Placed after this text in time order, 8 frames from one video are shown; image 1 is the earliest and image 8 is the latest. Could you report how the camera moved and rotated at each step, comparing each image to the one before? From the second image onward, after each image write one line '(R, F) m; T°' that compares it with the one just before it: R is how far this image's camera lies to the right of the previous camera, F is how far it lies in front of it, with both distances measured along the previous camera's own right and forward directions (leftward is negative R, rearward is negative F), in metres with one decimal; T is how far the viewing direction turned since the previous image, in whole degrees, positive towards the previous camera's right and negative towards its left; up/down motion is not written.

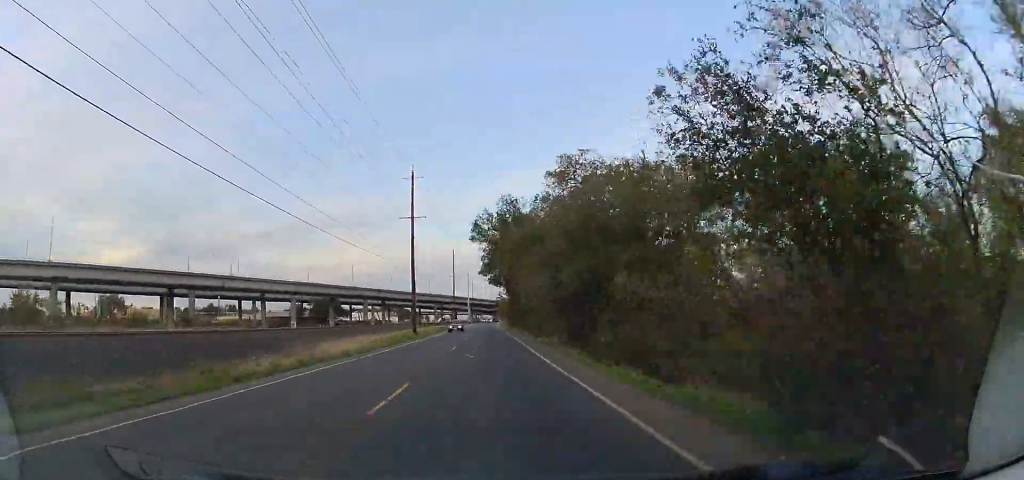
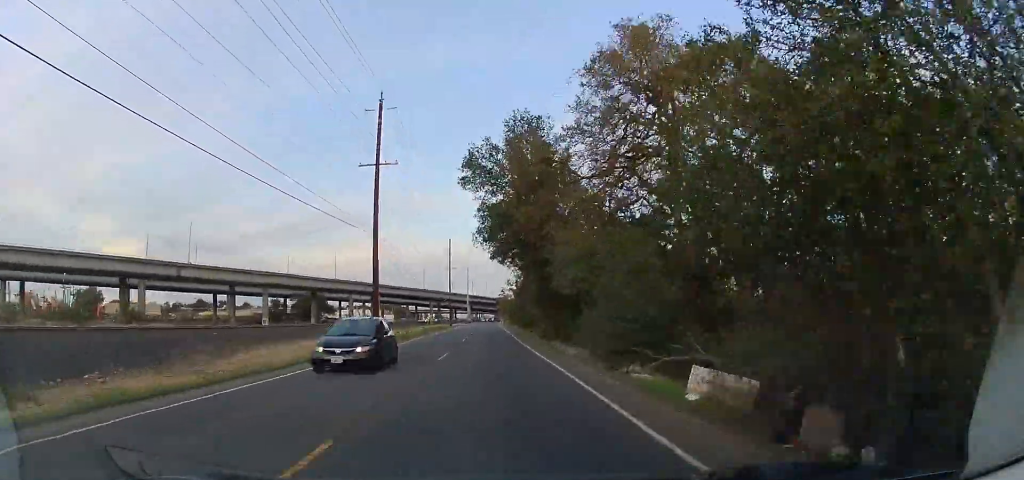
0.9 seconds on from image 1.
(+0.1, +19.8) m; 0°
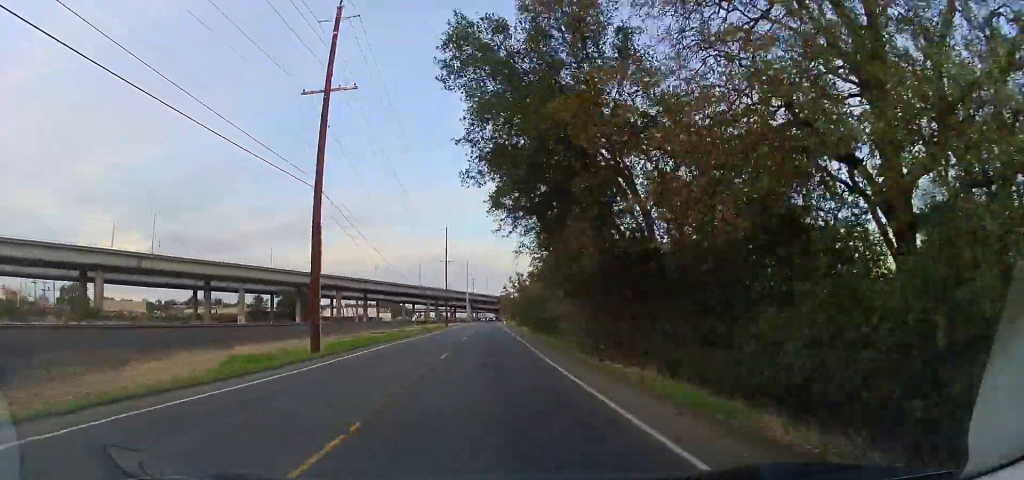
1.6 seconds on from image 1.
(-0.5, +13.4) m; +1°
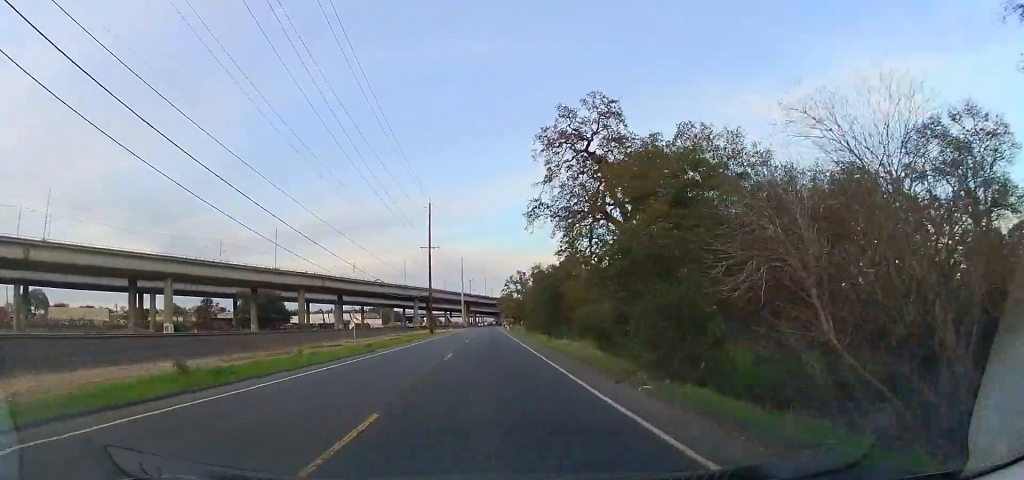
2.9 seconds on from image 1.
(+1.0, +28.2) m; +1°
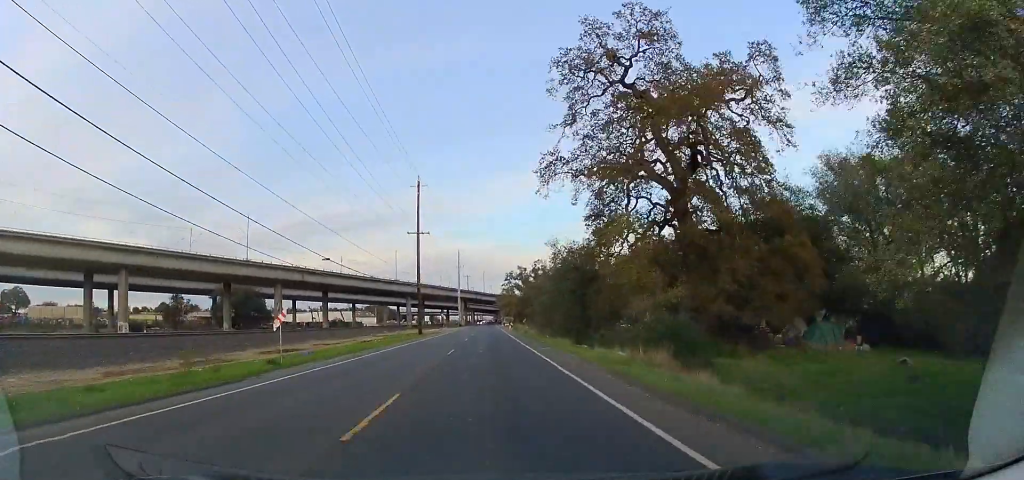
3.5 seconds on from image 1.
(0.0, +12.6) m; -2°
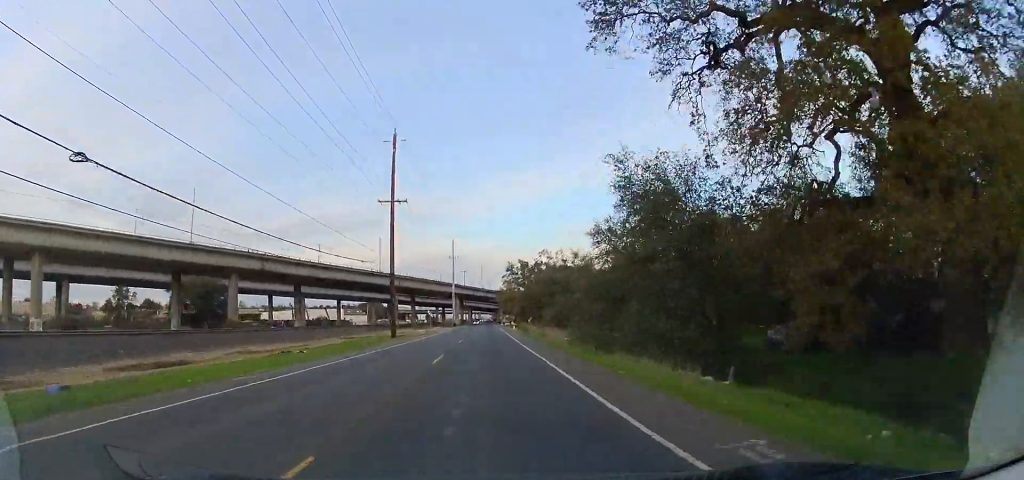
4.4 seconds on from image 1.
(-0.8, +18.8) m; -1°
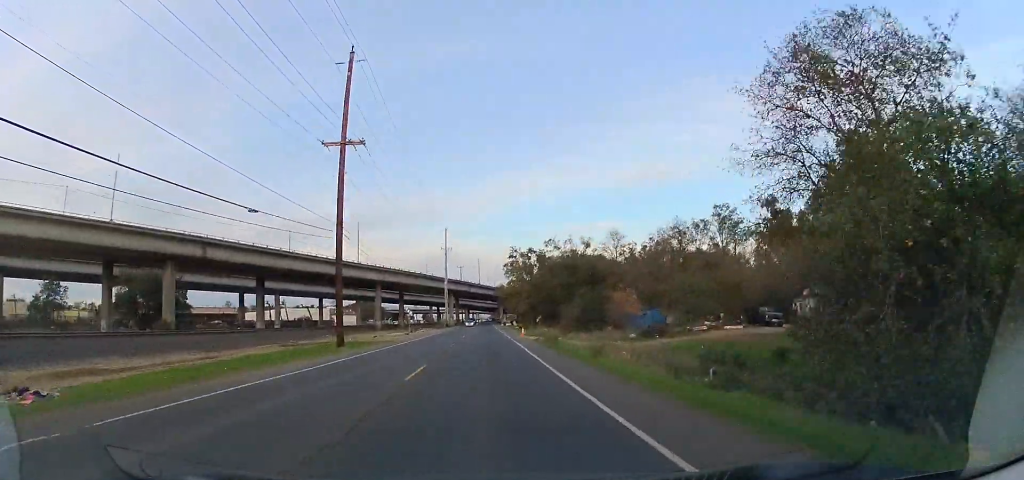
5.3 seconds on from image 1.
(+0.1, +19.0) m; +1°
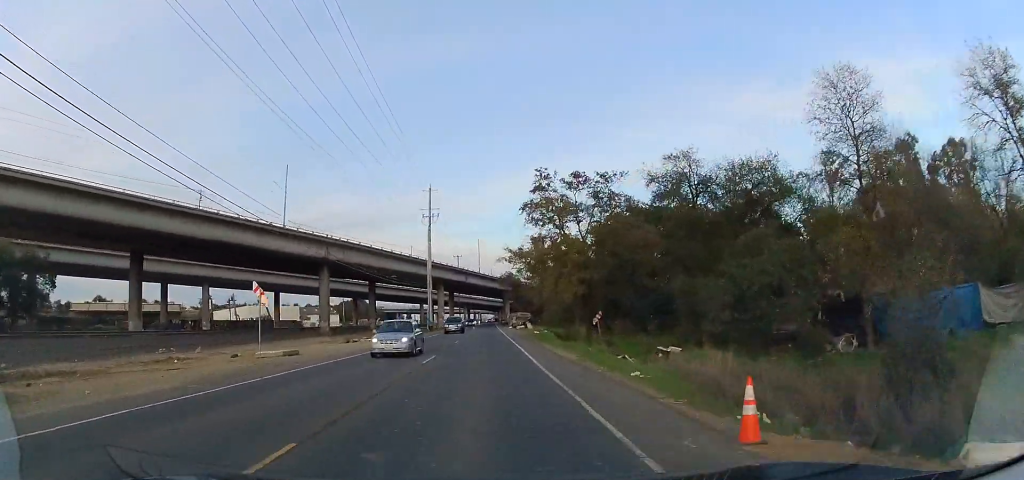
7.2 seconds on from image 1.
(+0.9, +39.6) m; +2°
